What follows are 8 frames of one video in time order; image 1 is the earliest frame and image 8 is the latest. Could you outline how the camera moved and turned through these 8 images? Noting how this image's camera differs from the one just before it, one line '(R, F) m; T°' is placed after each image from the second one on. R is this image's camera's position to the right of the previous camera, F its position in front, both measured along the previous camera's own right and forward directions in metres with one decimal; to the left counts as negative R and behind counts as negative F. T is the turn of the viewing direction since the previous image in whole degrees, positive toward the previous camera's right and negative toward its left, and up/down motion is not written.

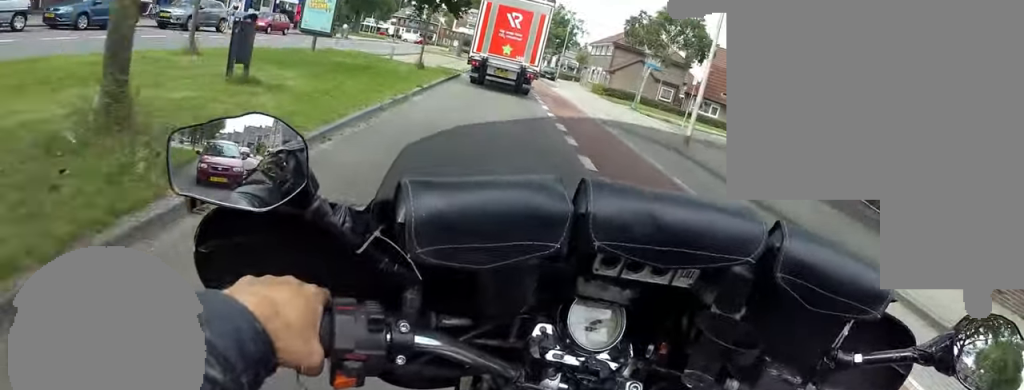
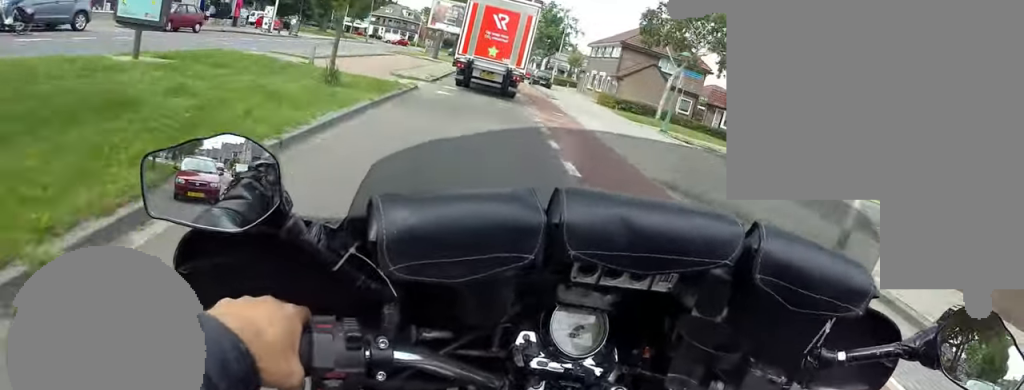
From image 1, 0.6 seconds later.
(-0.2, +7.7) m; +2°
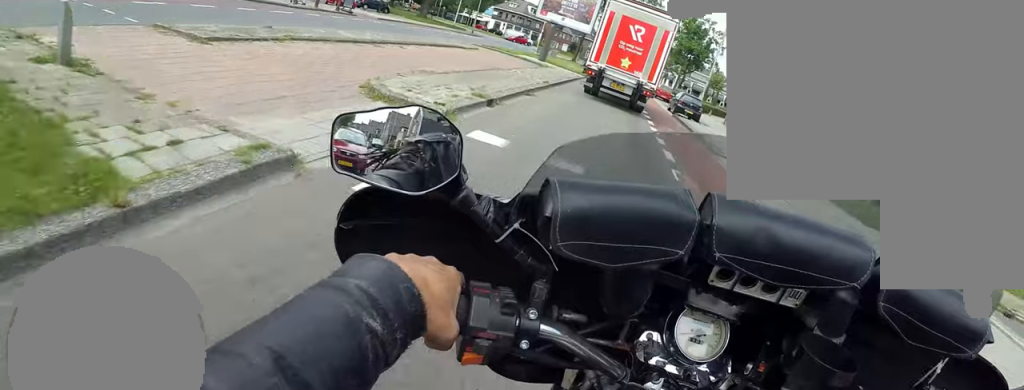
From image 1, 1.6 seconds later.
(+1.0, +10.8) m; +5°
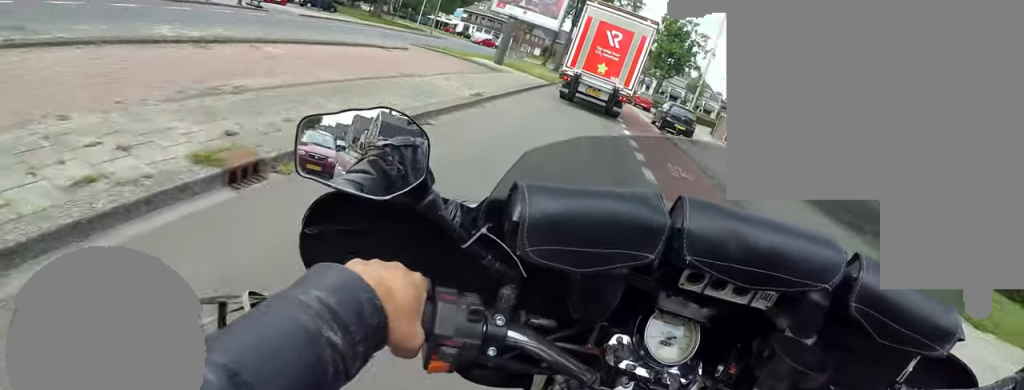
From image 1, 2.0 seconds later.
(0.0, +5.6) m; 0°
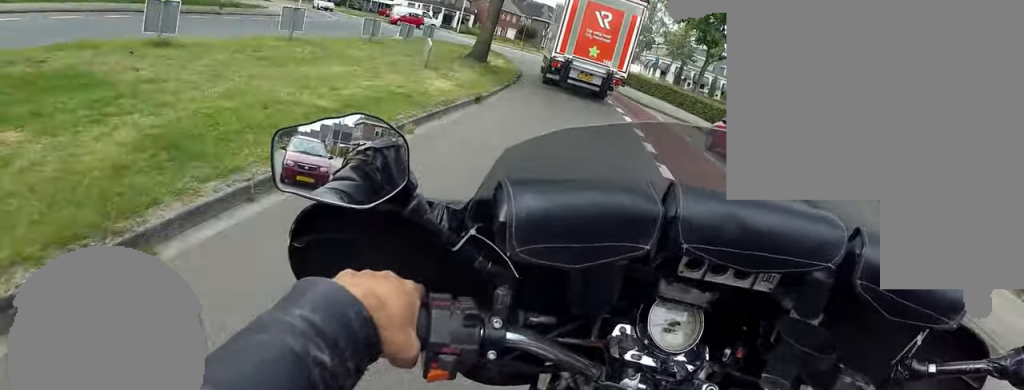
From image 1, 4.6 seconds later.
(-2.7, +28.6) m; -7°
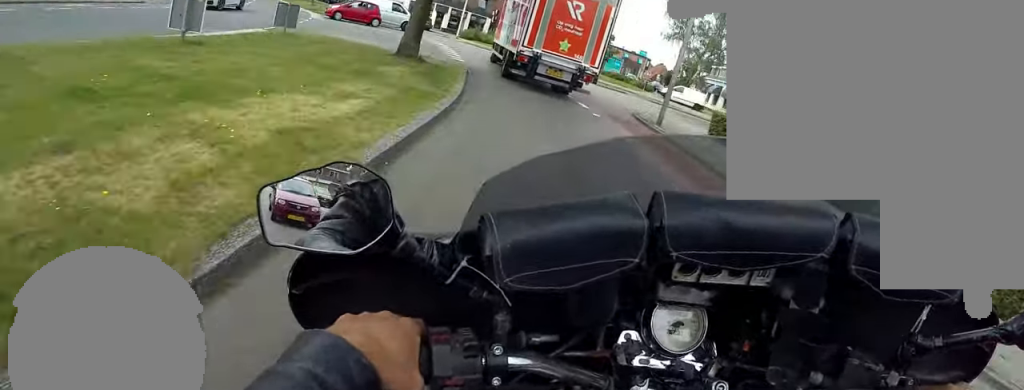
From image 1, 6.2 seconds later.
(-0.1, +16.3) m; -8°
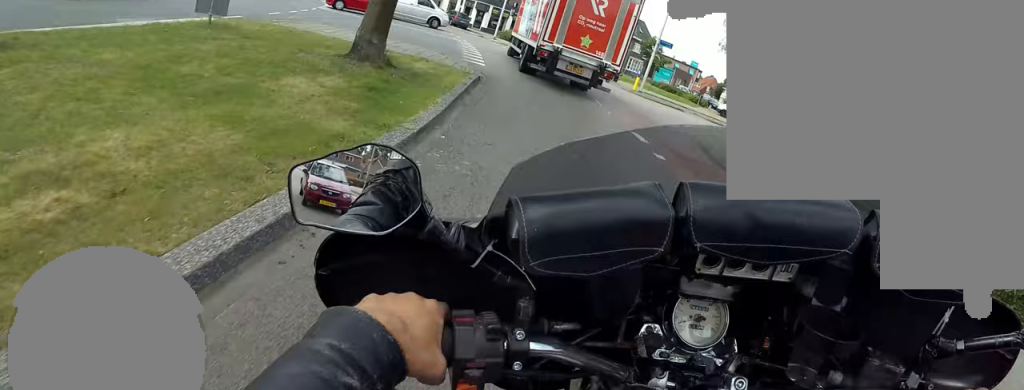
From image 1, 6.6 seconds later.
(-0.1, +4.3) m; -5°
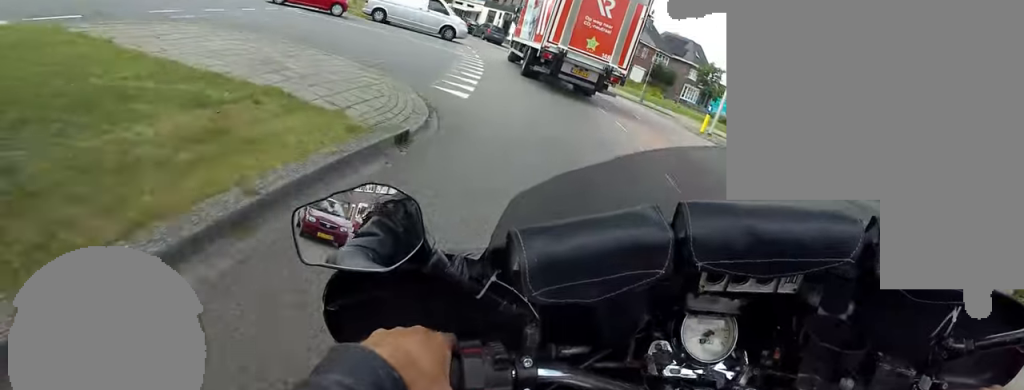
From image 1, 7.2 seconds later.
(+0.2, +6.6) m; -9°
